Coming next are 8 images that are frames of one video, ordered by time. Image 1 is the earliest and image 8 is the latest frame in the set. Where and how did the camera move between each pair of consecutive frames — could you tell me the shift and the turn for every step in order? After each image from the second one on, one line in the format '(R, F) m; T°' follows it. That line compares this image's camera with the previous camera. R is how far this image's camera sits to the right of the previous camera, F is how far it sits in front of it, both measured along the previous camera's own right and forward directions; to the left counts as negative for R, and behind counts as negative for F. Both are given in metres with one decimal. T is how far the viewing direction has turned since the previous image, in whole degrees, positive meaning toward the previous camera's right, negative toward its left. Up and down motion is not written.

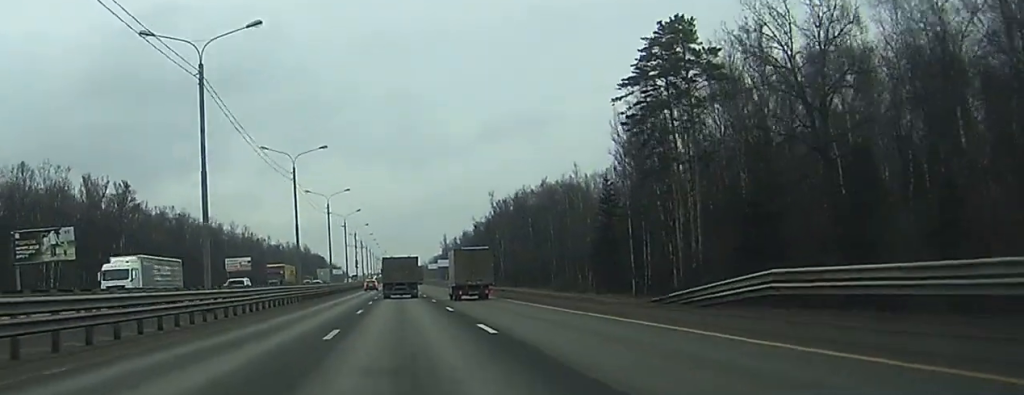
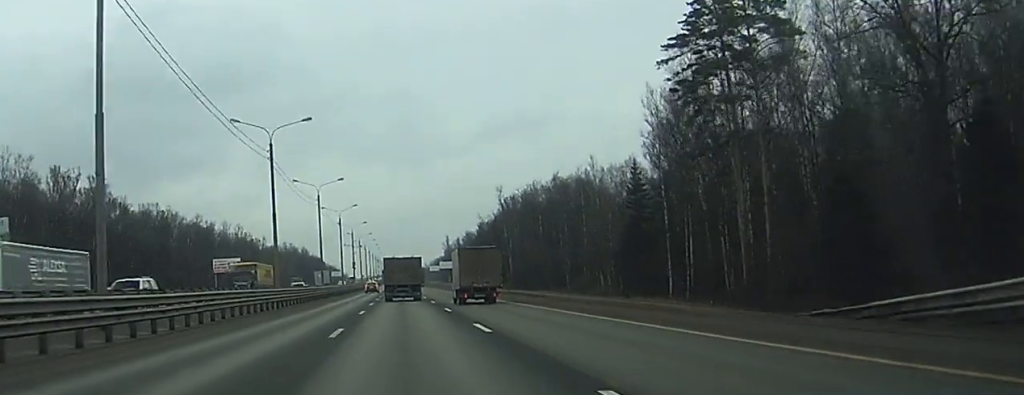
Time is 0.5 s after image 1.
(+0.2, +15.8) m; -1°
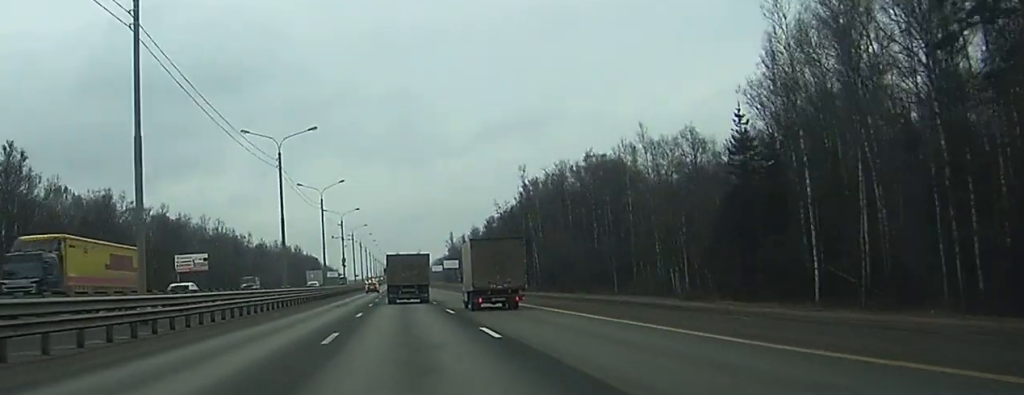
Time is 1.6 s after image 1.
(-0.7, +35.9) m; 0°
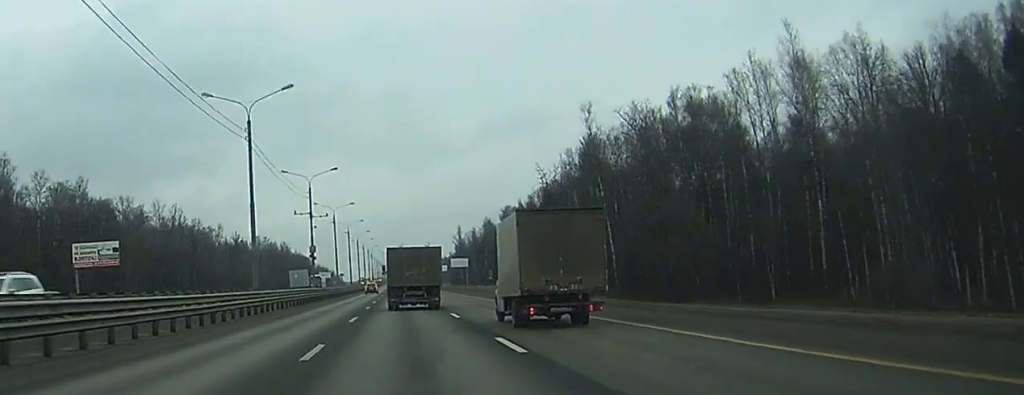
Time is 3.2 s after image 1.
(+1.6, +52.4) m; +1°
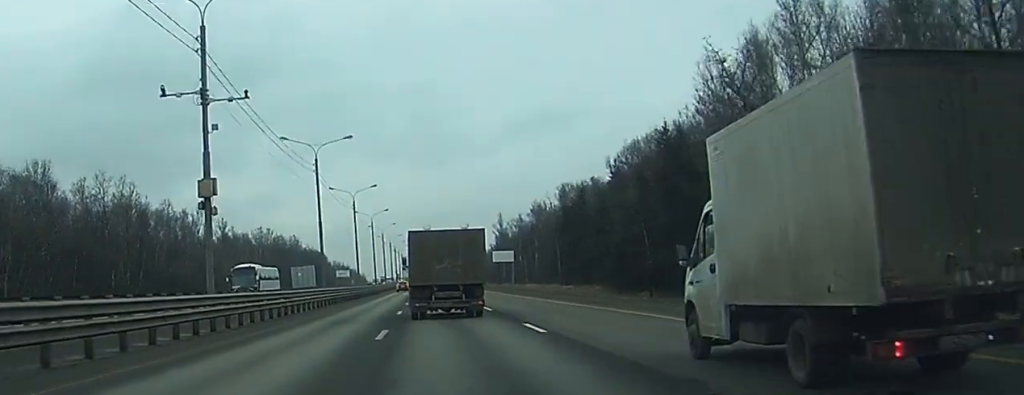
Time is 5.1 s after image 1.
(-1.1, +59.3) m; -2°
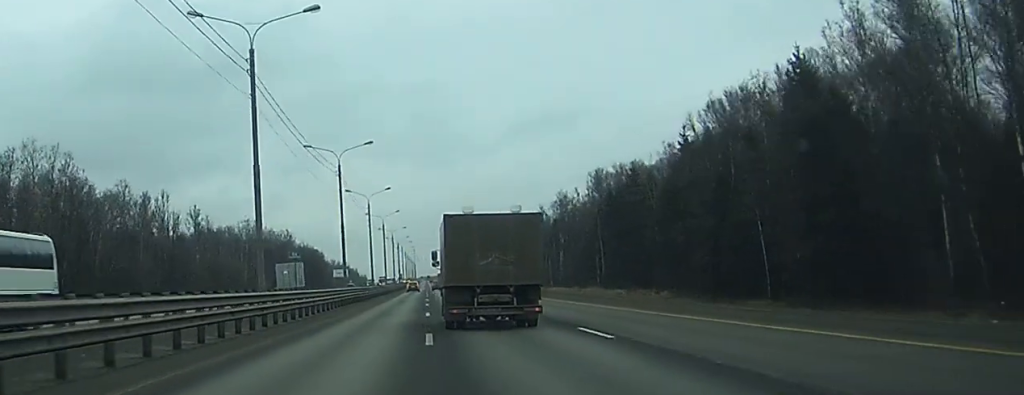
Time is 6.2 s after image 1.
(-0.1, +34.5) m; 0°
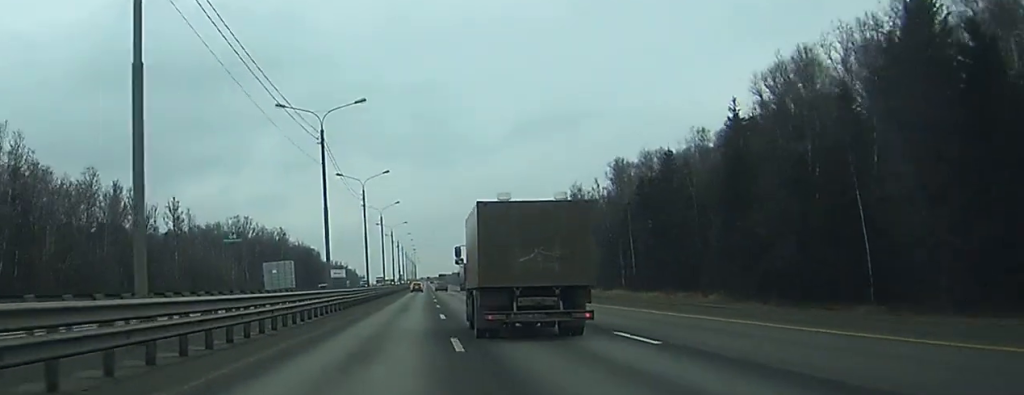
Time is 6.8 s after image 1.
(0.0, +17.7) m; 0°
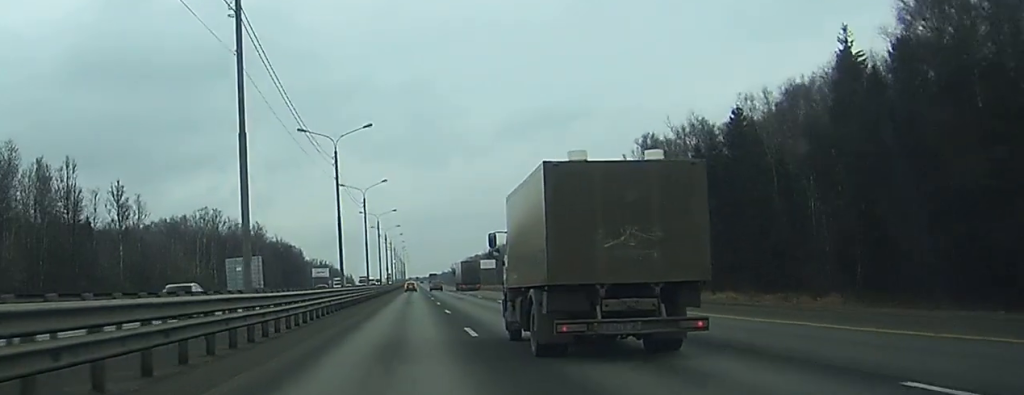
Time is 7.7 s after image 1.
(+0.1, +28.0) m; 0°
